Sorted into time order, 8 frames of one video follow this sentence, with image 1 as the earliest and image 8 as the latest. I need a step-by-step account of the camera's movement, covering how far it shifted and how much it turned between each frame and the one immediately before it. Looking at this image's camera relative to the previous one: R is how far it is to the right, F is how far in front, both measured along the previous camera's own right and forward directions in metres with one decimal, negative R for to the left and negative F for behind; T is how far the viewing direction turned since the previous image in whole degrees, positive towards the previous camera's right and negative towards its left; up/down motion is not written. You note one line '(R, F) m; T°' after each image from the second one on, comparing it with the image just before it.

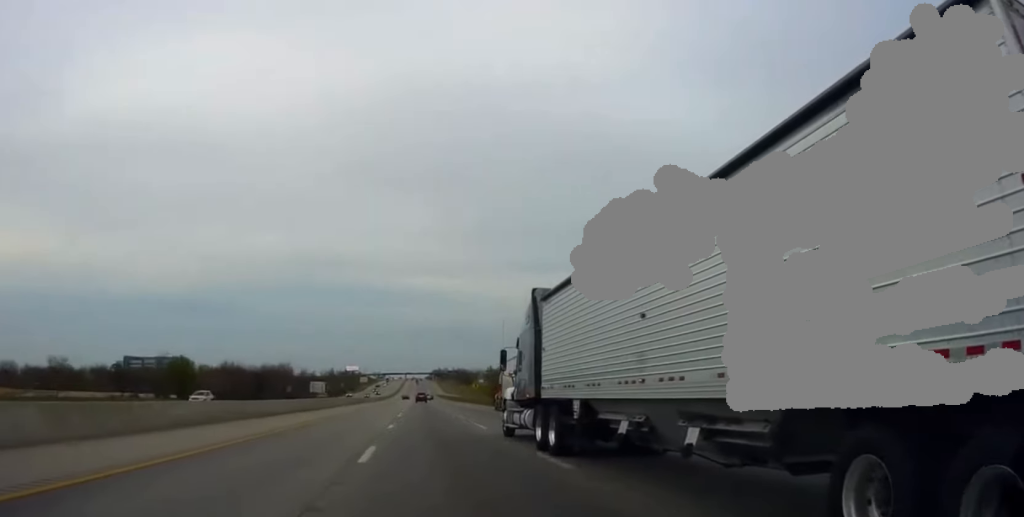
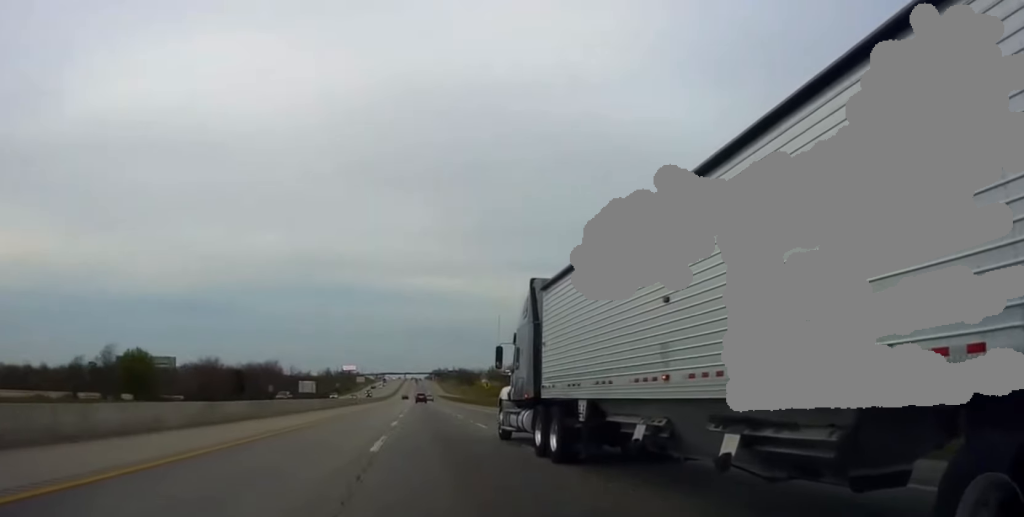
(-0.3, +22.2) m; 0°
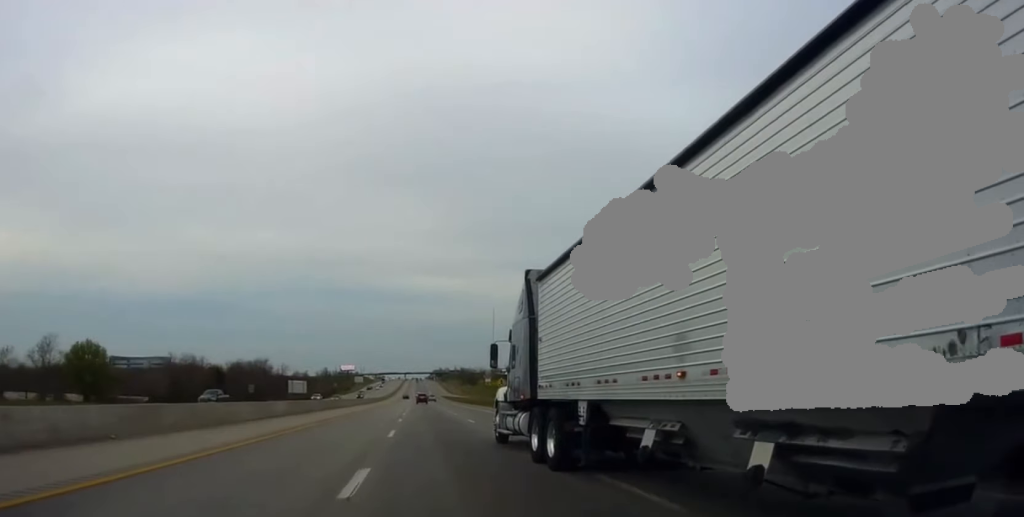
(+0.4, +18.9) m; +1°
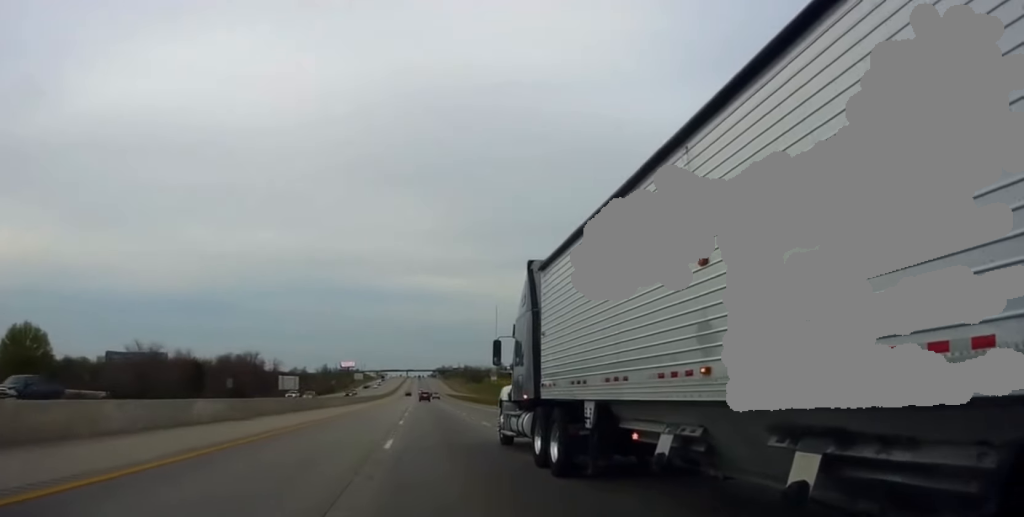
(+0.1, +17.9) m; 0°
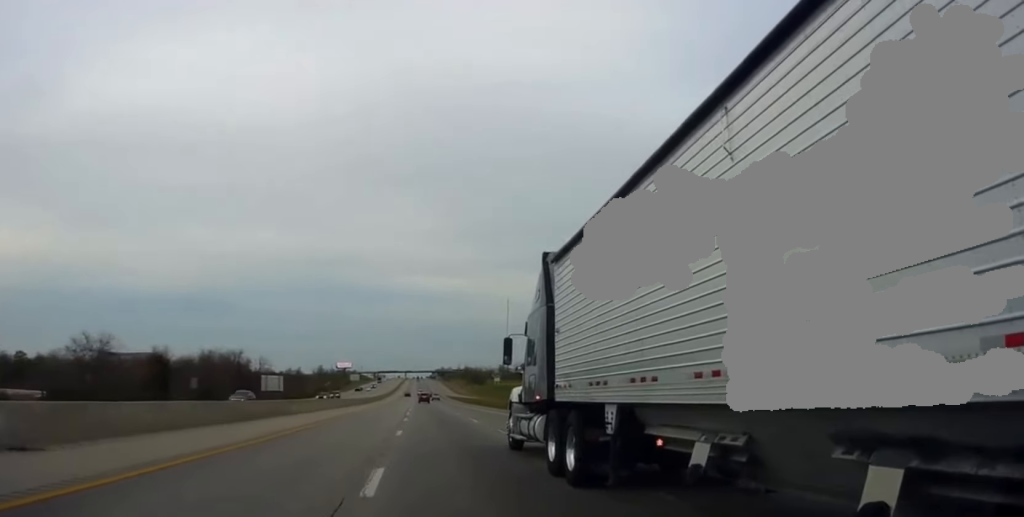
(+0.2, +19.0) m; -1°
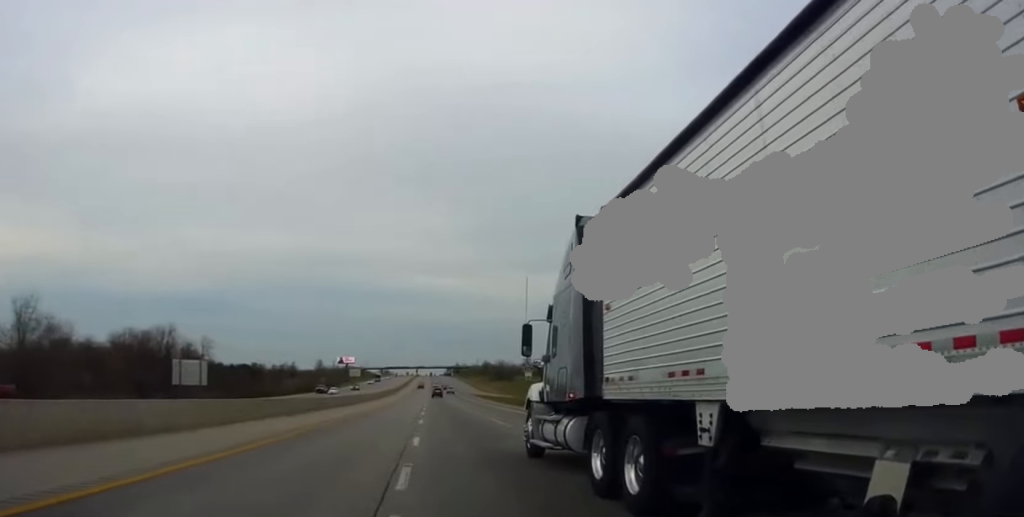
(-0.1, +65.5) m; 0°
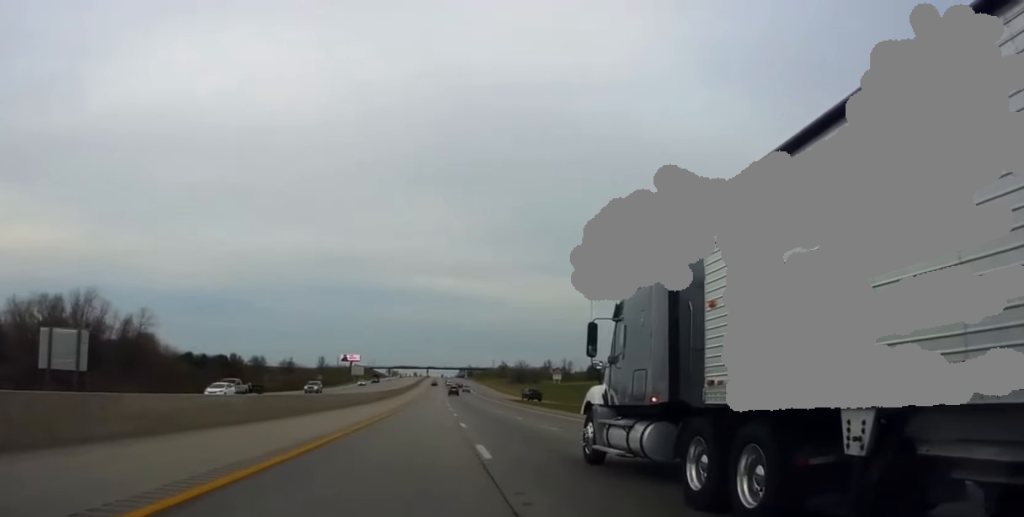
(-0.9, +39.9) m; -1°
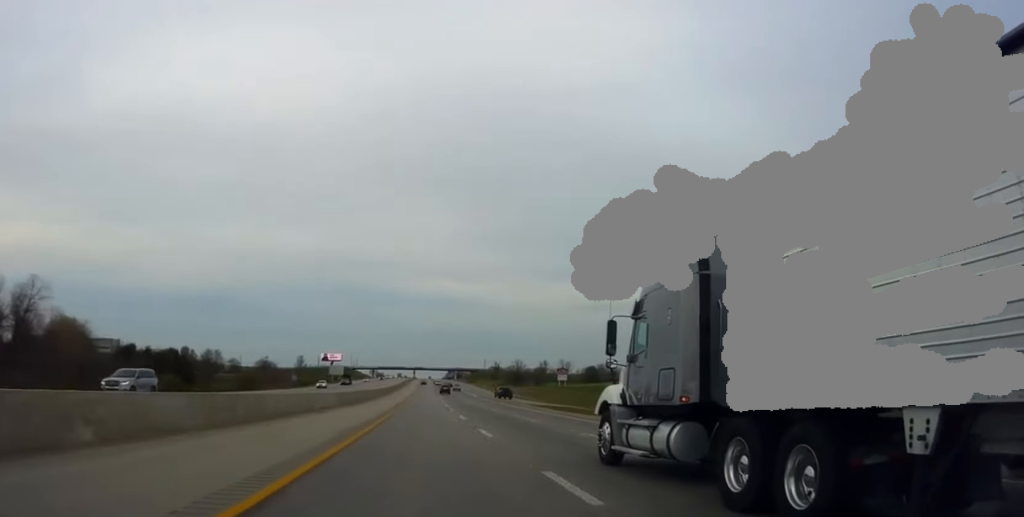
(0.0, +30.4) m; 0°
